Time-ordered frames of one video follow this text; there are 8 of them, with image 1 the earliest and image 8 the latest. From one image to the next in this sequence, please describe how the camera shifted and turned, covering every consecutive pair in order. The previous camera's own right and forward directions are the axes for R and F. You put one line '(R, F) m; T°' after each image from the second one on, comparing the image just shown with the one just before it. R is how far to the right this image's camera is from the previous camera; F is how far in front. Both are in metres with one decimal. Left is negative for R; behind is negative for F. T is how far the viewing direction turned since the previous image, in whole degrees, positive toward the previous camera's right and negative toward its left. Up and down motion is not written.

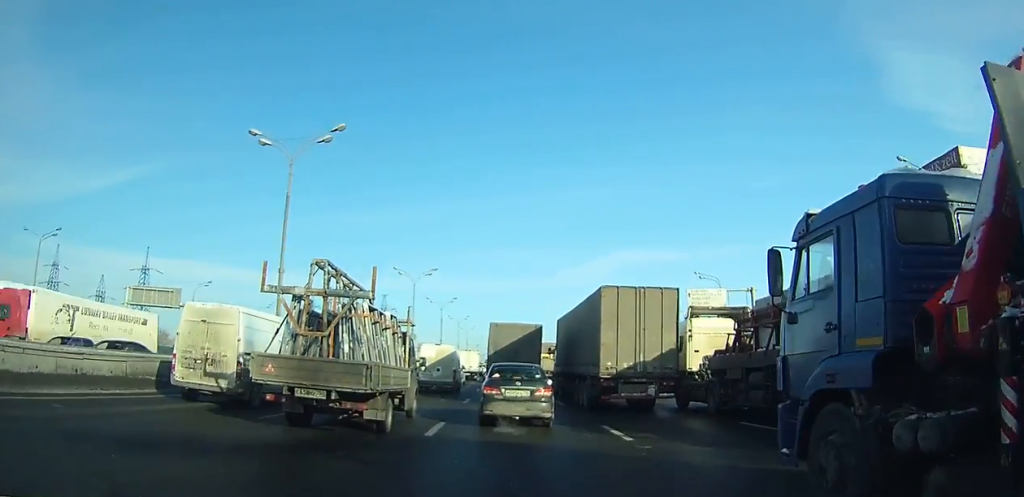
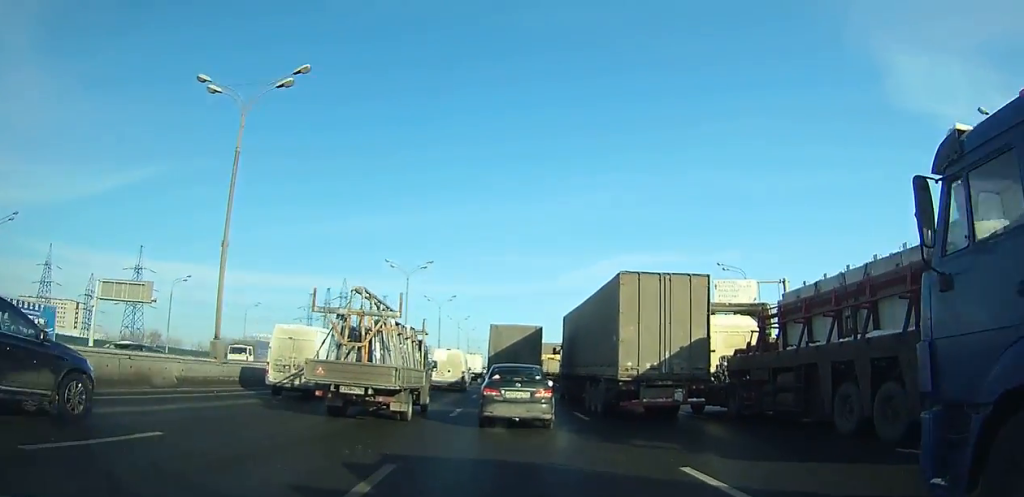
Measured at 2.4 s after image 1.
(0.0, +6.8) m; 0°
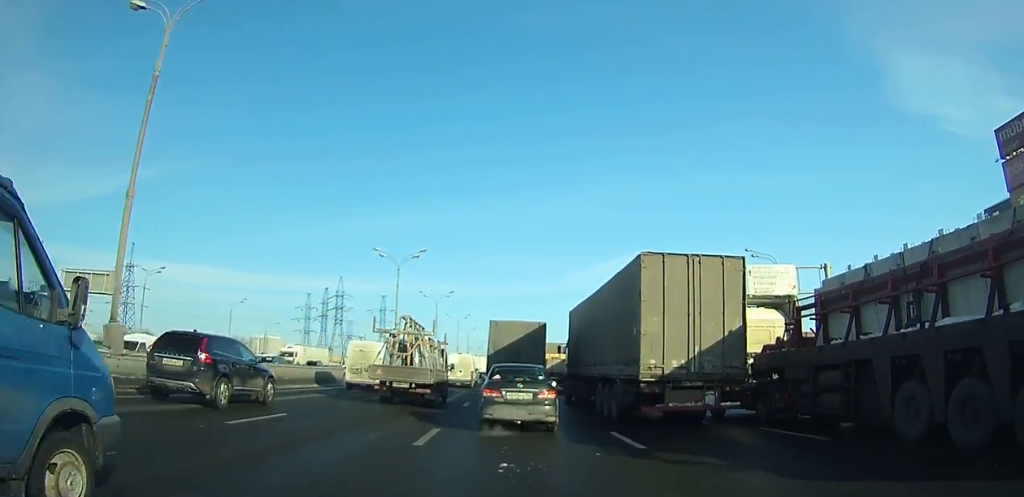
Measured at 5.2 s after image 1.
(0.0, +8.0) m; 0°
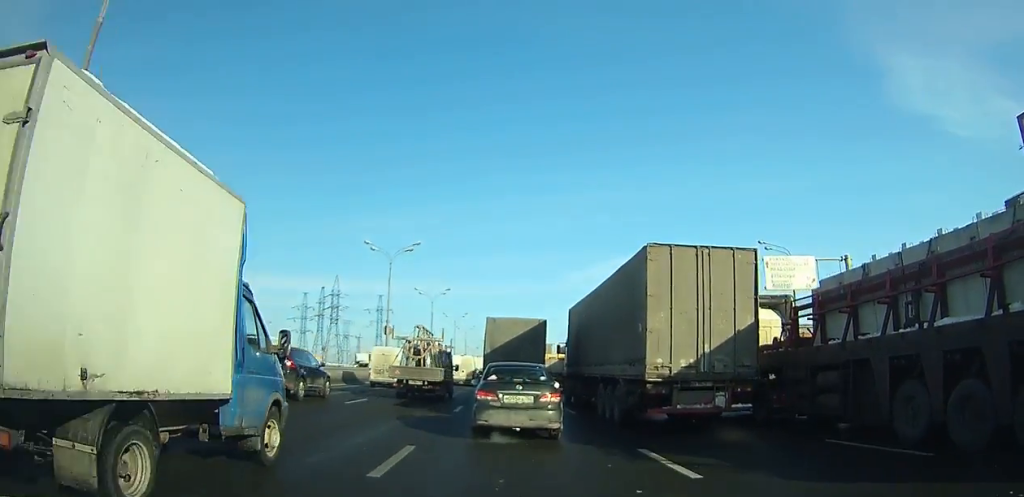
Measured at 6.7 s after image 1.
(0.0, +4.3) m; 0°
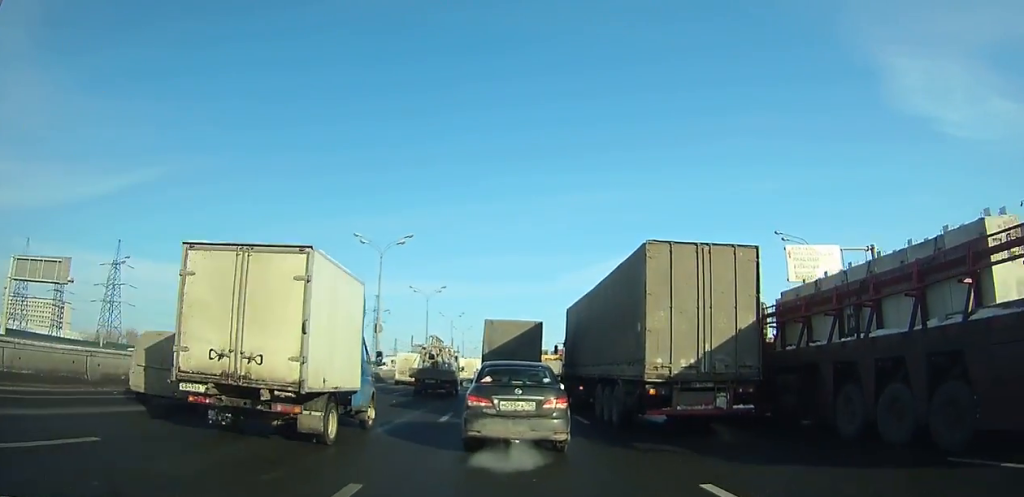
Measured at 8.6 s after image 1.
(0.0, +5.6) m; 0°
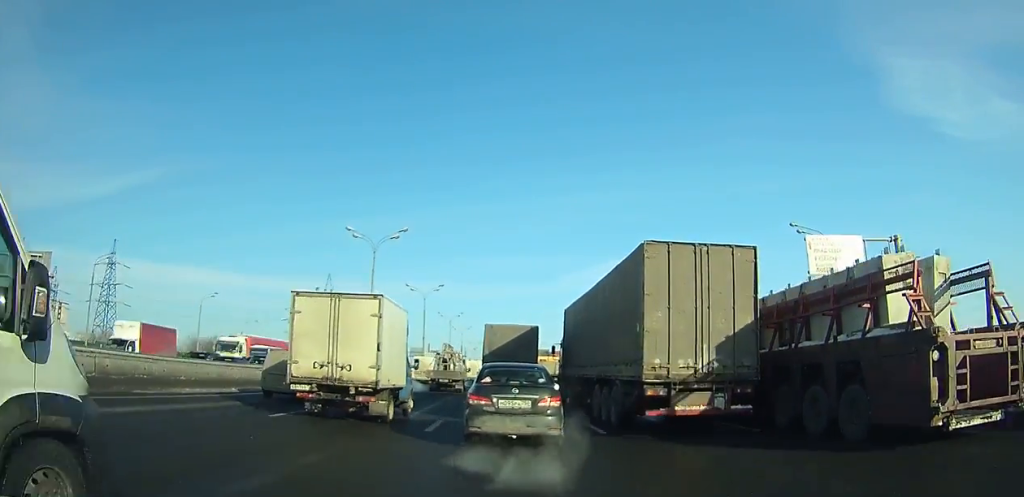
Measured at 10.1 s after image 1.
(0.0, +4.5) m; 0°
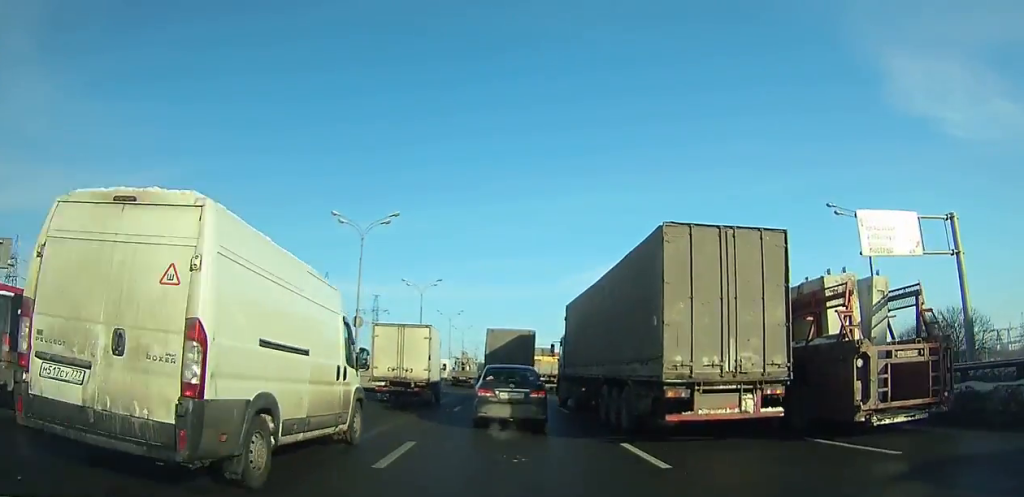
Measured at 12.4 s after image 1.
(-0.1, +7.0) m; -1°
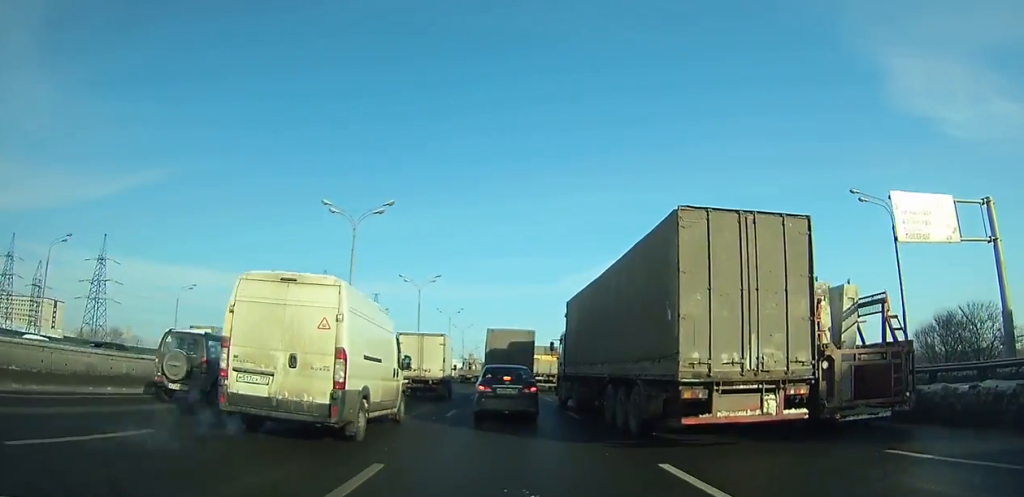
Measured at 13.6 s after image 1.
(0.0, +4.1) m; 0°
